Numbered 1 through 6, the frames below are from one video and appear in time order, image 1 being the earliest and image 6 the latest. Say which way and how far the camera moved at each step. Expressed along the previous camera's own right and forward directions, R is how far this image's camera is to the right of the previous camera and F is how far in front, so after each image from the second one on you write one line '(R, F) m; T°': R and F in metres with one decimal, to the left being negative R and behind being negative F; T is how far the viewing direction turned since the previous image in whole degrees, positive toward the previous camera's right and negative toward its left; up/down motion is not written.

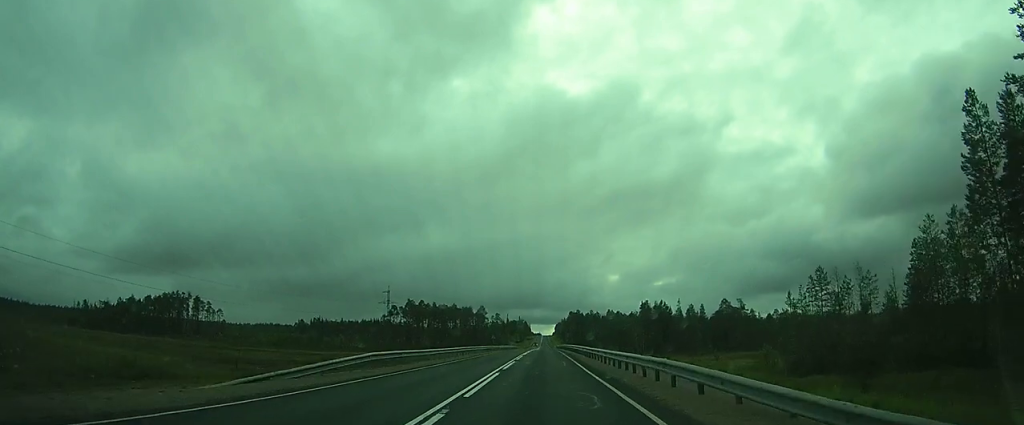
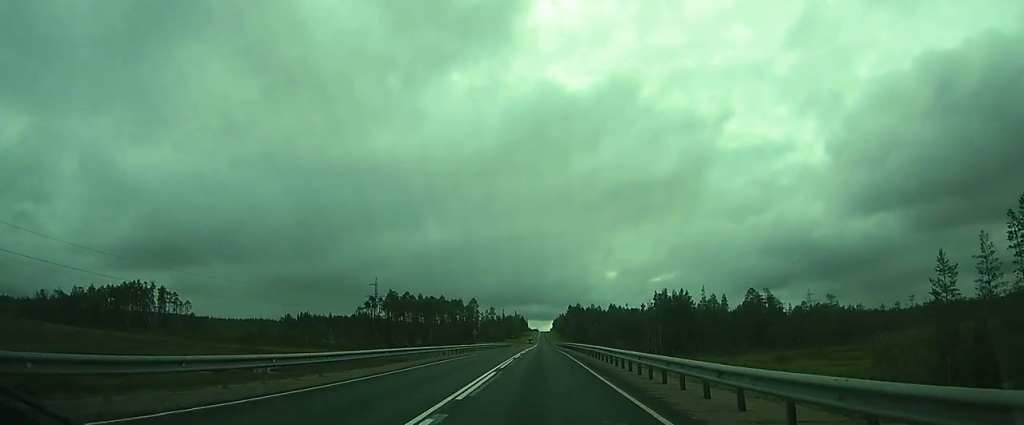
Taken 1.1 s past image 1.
(0.0, +24.1) m; 0°
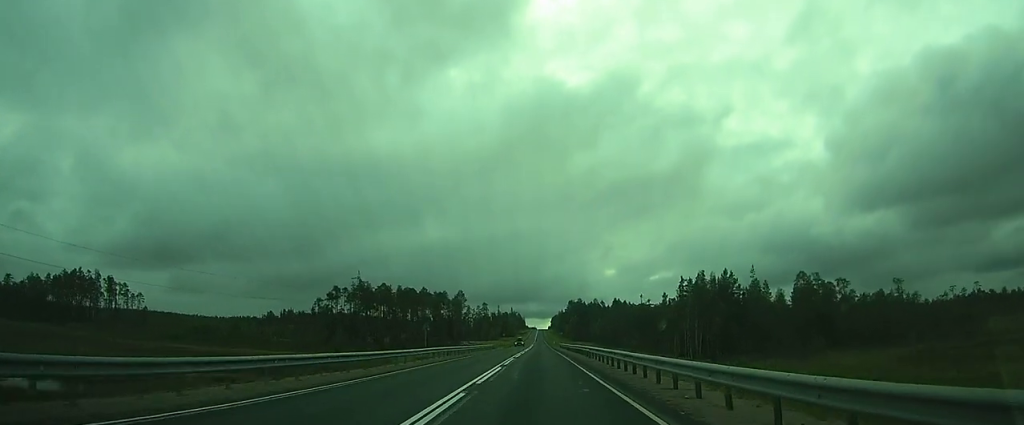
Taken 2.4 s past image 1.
(0.0, +30.4) m; +1°
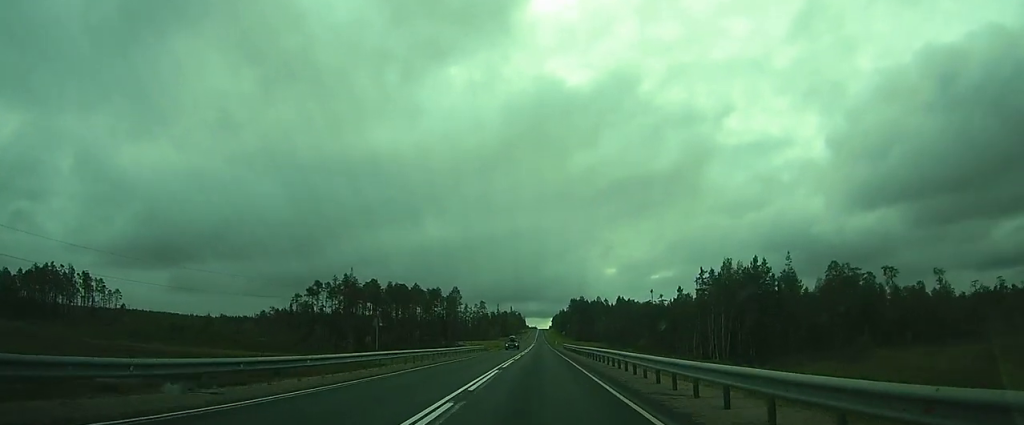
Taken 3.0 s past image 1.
(+0.2, +13.1) m; 0°
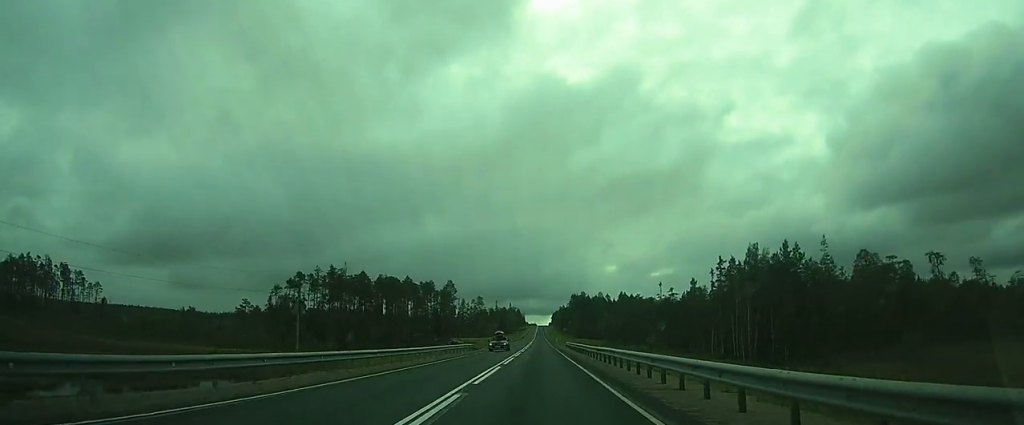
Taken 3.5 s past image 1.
(+0.1, +10.2) m; 0°
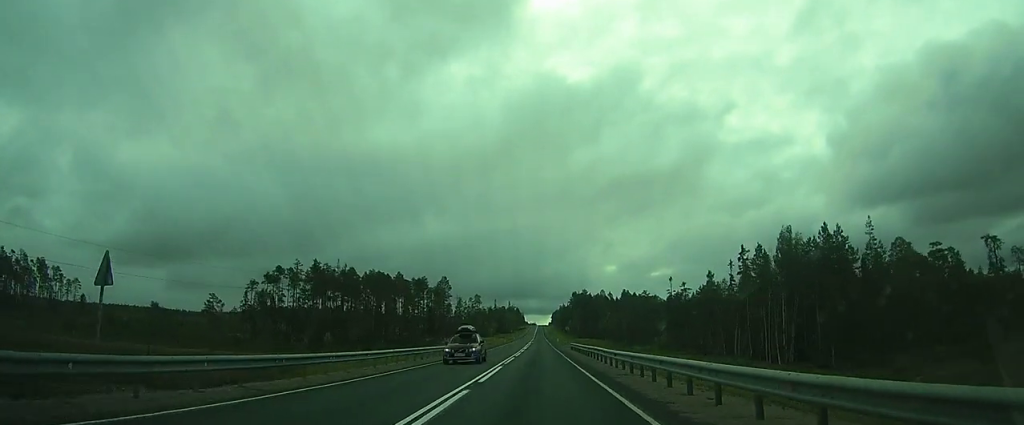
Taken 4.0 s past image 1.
(0.0, +10.2) m; 0°
